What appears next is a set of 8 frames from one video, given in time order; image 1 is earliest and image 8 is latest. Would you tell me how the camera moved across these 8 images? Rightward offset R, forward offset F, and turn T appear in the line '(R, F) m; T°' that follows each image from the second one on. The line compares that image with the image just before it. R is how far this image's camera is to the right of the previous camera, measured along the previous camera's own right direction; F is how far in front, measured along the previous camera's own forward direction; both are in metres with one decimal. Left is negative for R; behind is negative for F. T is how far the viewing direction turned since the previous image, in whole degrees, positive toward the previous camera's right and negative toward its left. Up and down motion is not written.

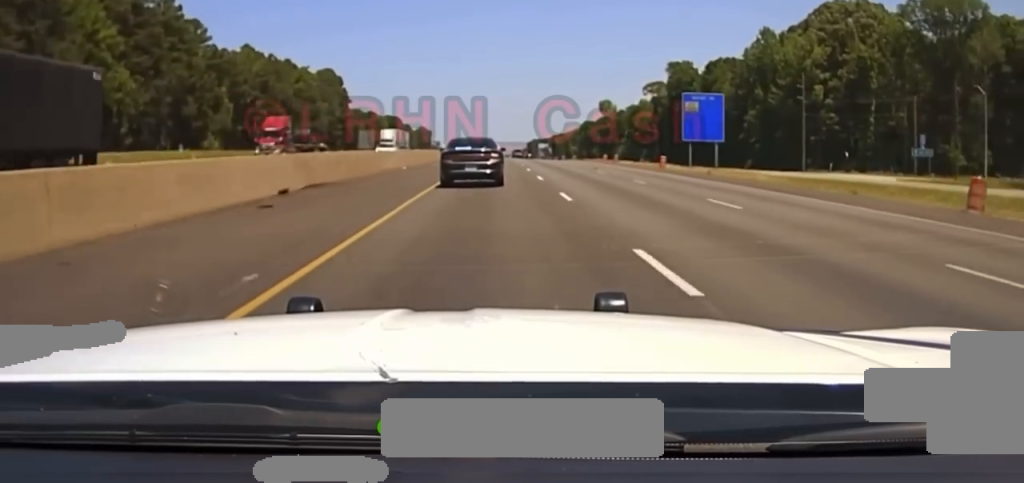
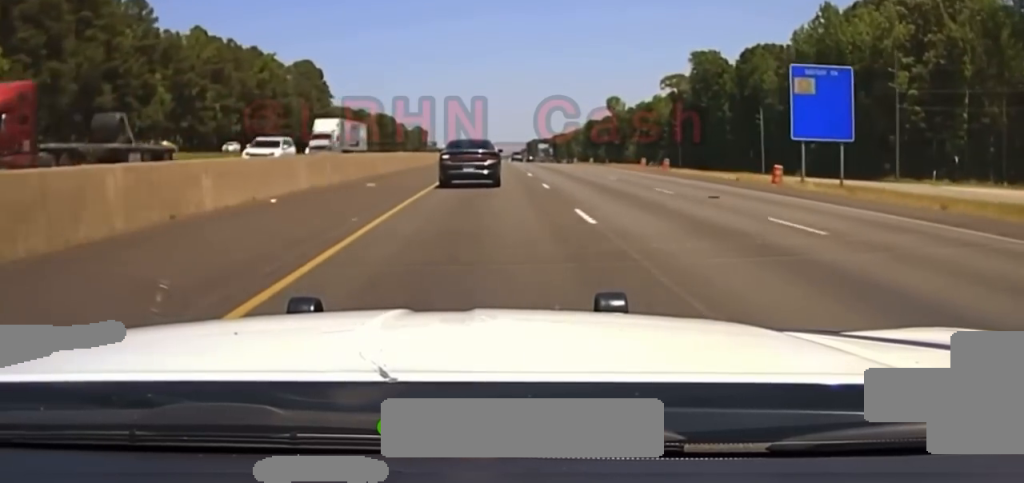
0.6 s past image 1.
(0.0, +27.2) m; 0°
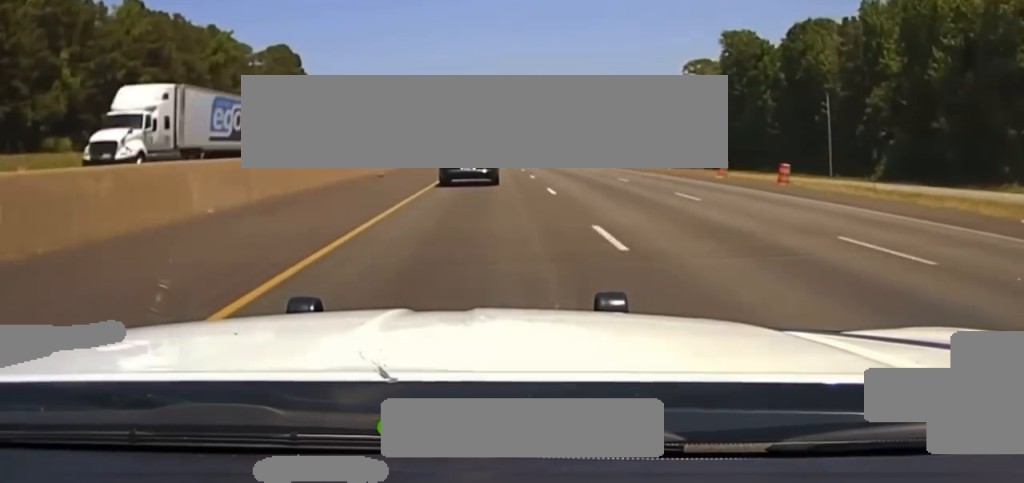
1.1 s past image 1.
(0.0, +26.2) m; 0°
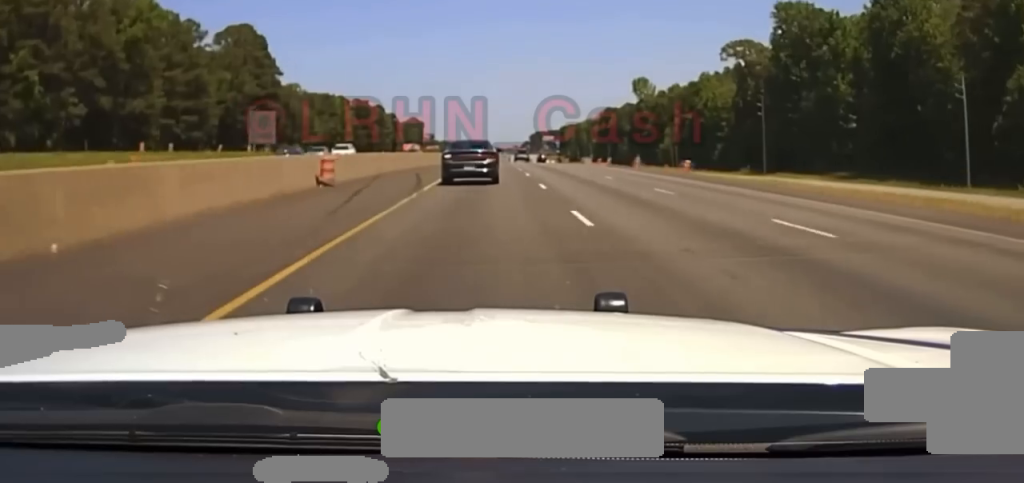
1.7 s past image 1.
(+0.1, +32.1) m; 0°
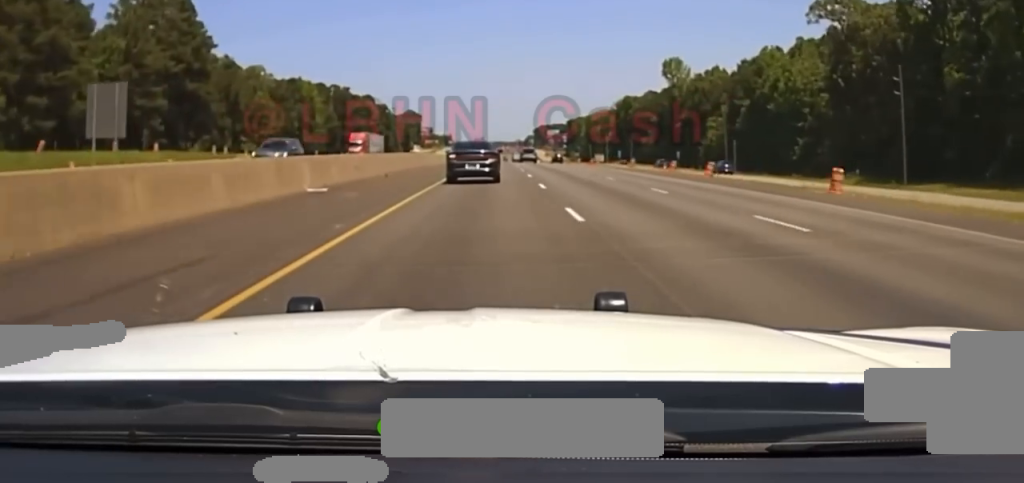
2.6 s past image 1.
(0.0, +46.9) m; 0°
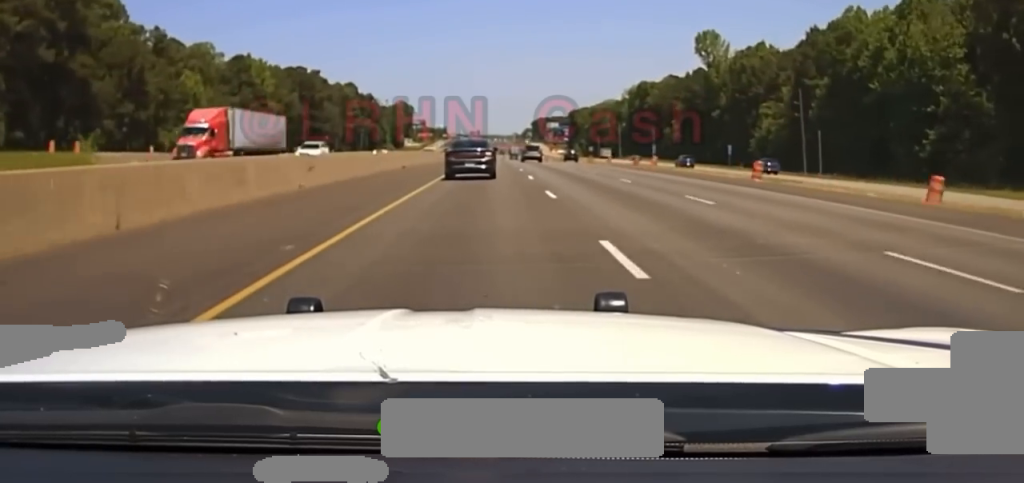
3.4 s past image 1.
(-0.2, +42.9) m; 0°
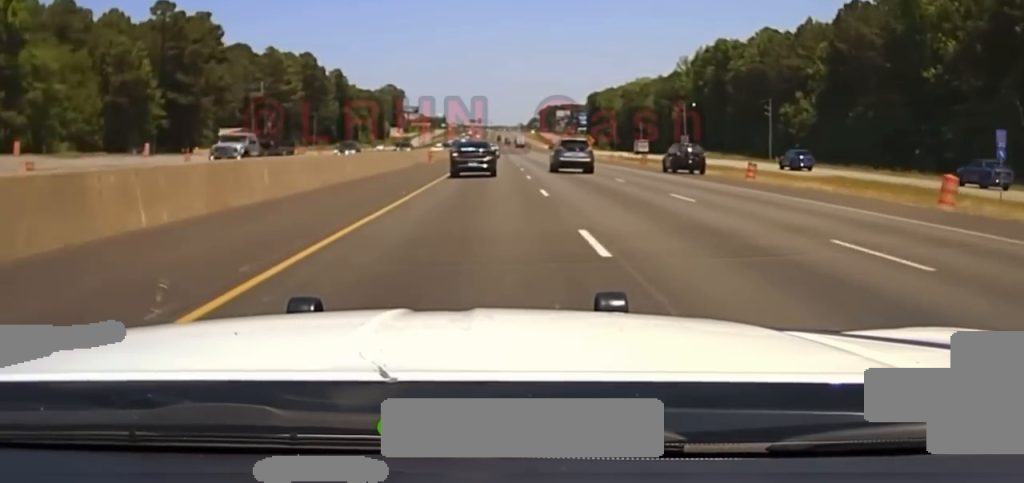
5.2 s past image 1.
(+0.6, +100.2) m; 0°
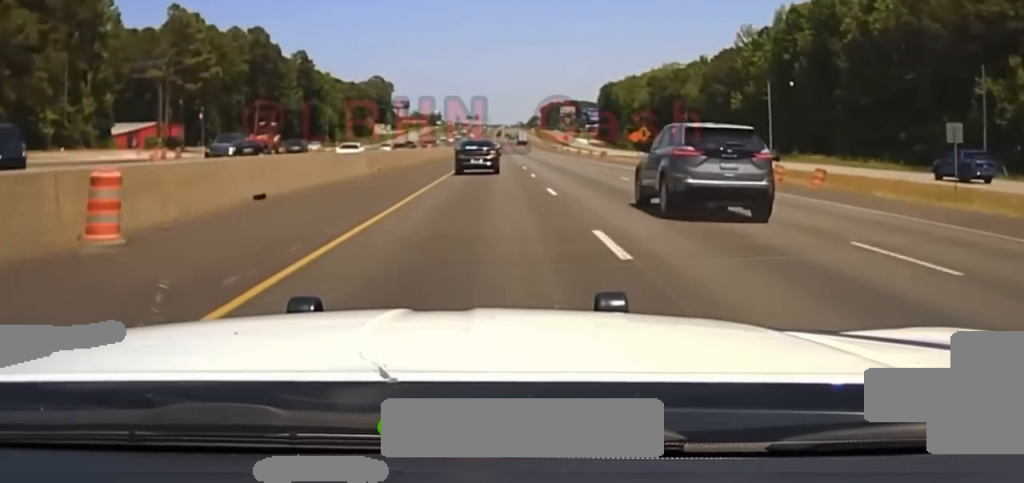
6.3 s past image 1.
(-0.2, +62.8) m; 0°
